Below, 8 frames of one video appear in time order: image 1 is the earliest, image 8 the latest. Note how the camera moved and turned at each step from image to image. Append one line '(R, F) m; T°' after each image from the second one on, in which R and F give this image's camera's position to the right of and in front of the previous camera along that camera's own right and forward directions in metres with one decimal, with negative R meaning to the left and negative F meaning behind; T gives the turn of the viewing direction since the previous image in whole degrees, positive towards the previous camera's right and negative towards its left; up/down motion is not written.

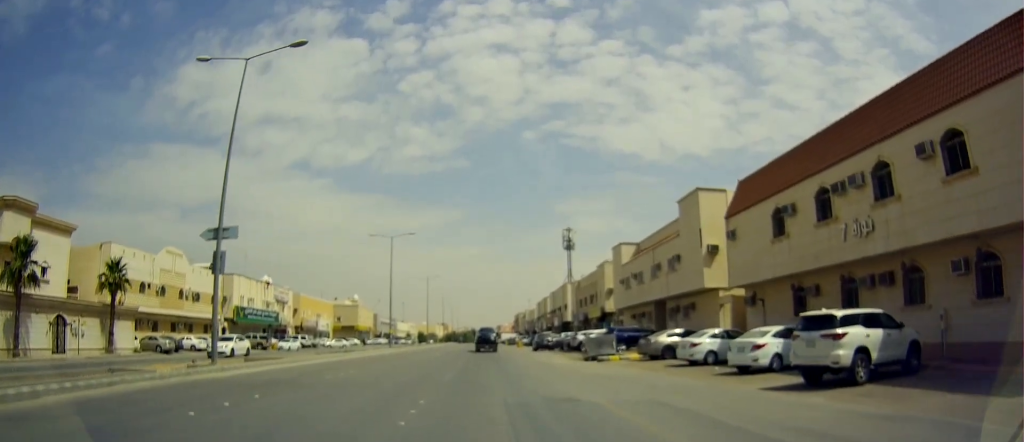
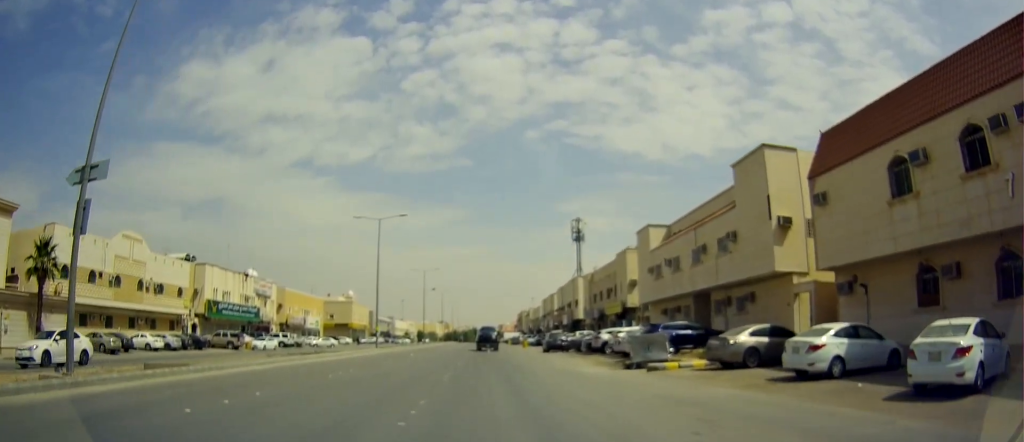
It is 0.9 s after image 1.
(0.0, +9.6) m; -1°
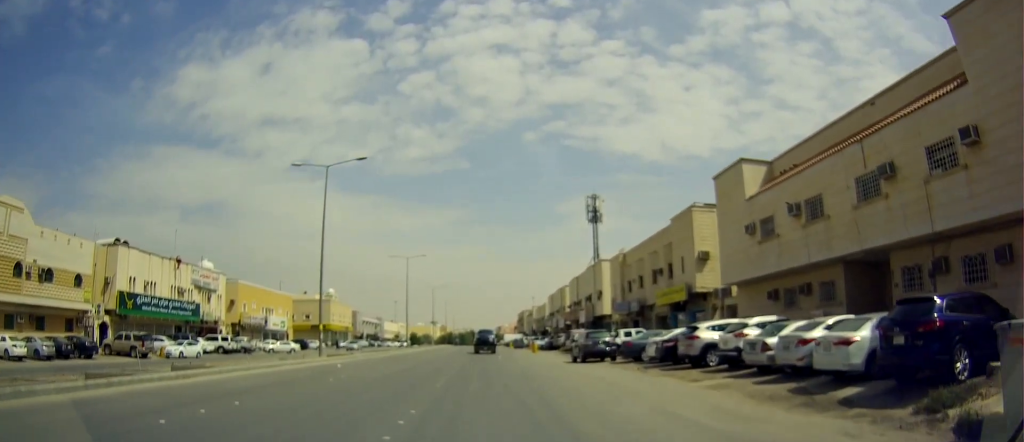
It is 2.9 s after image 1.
(-0.7, +19.5) m; -2°
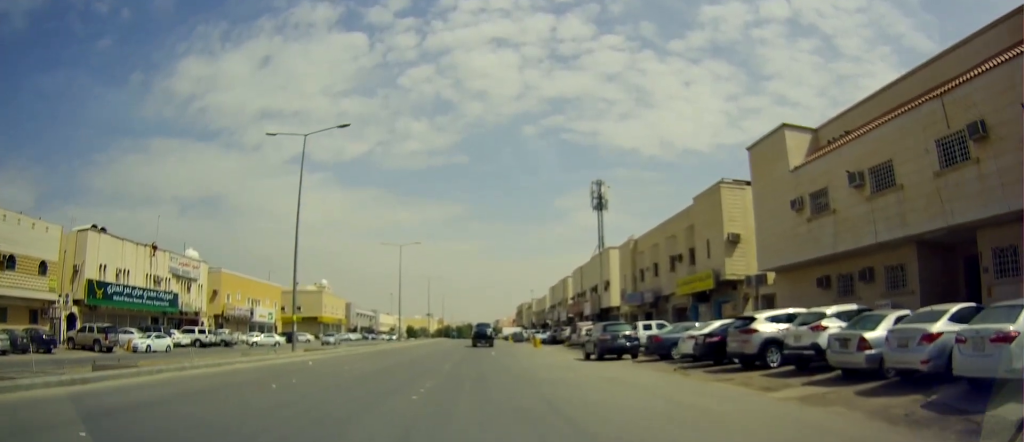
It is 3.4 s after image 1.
(+0.1, +5.1) m; +1°
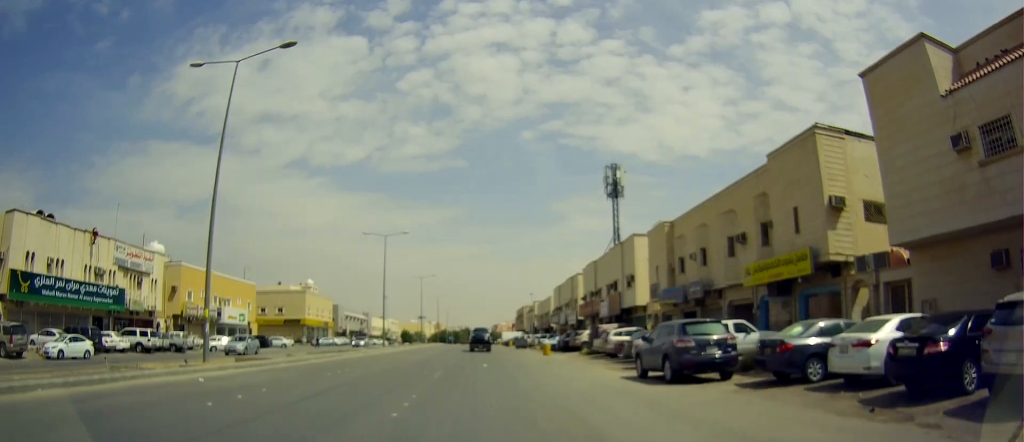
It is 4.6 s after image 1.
(0.0, +11.2) m; 0°
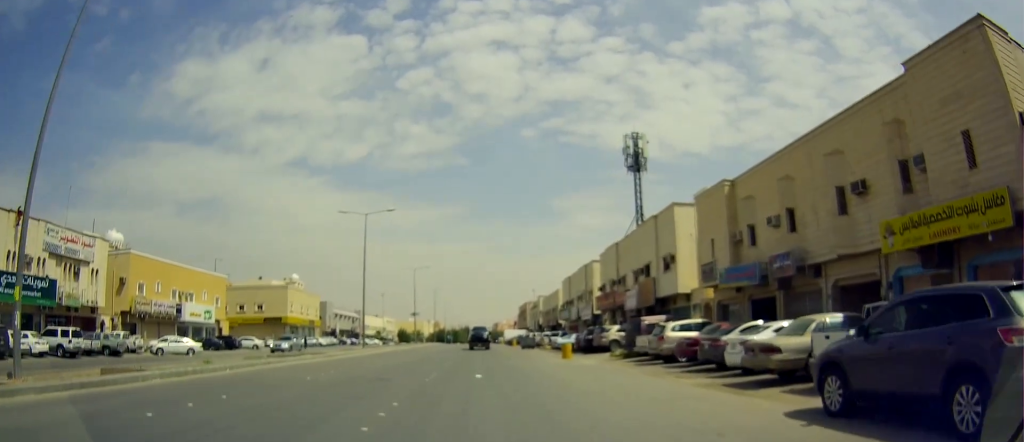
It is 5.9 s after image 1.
(-0.1, +12.4) m; -1°
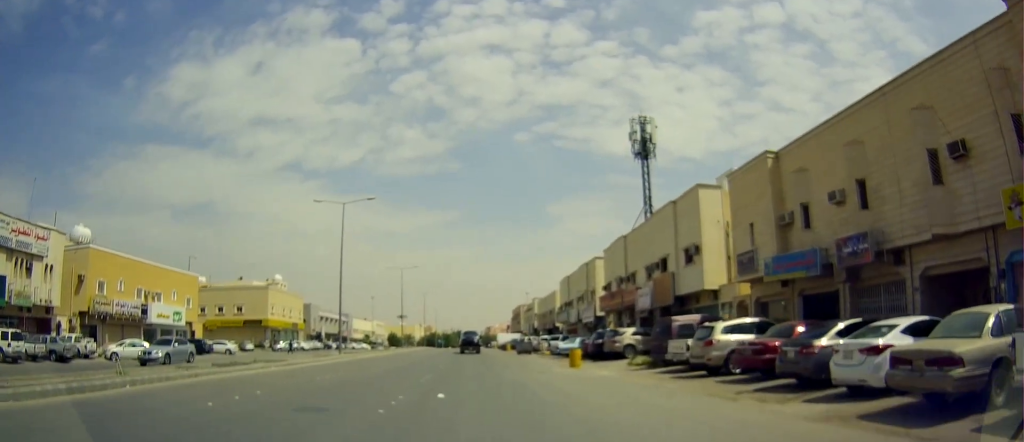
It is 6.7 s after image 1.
(-0.1, +7.2) m; +1°
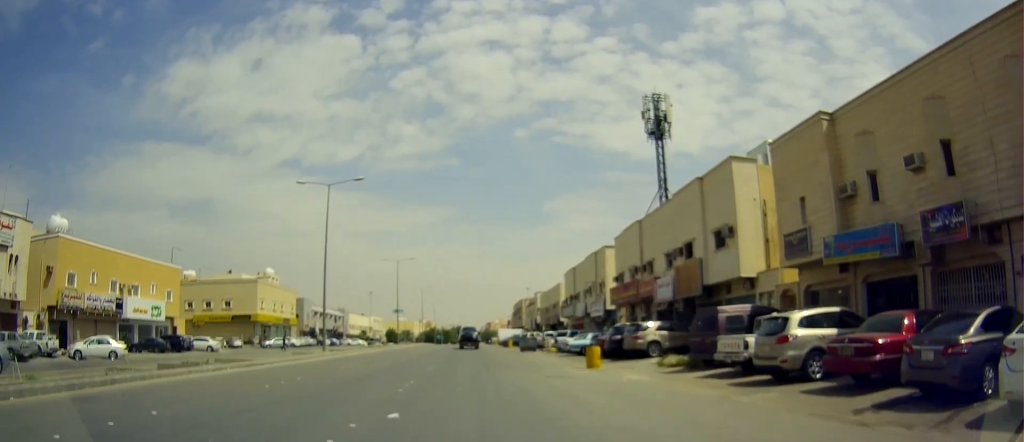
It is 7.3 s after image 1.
(+0.2, +5.6) m; +2°
